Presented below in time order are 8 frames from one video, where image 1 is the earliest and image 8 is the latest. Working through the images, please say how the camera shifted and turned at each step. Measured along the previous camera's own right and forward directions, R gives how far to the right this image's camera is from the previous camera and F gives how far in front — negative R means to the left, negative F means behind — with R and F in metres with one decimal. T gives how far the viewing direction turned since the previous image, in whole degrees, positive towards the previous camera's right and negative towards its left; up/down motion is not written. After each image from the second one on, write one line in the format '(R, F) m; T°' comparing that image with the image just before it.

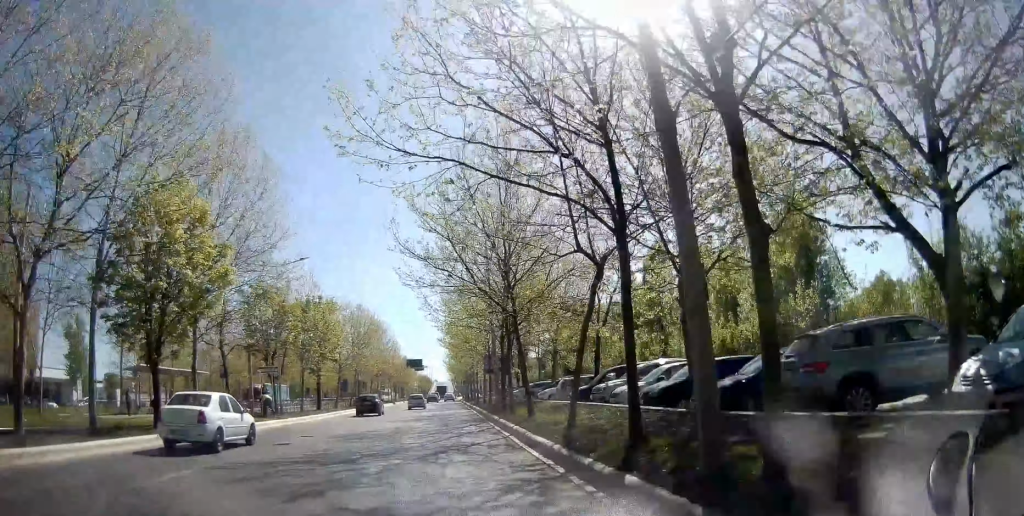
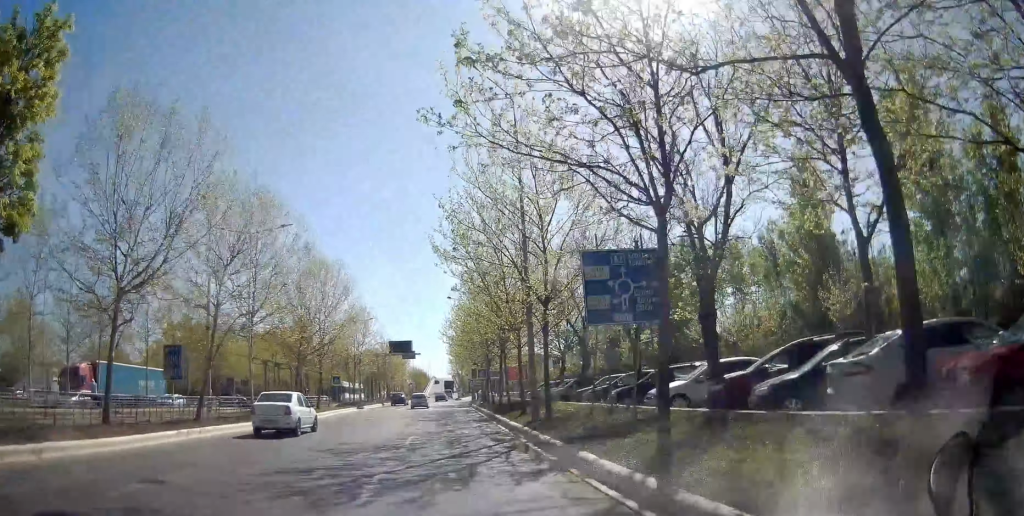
(-1.2, +36.6) m; -2°
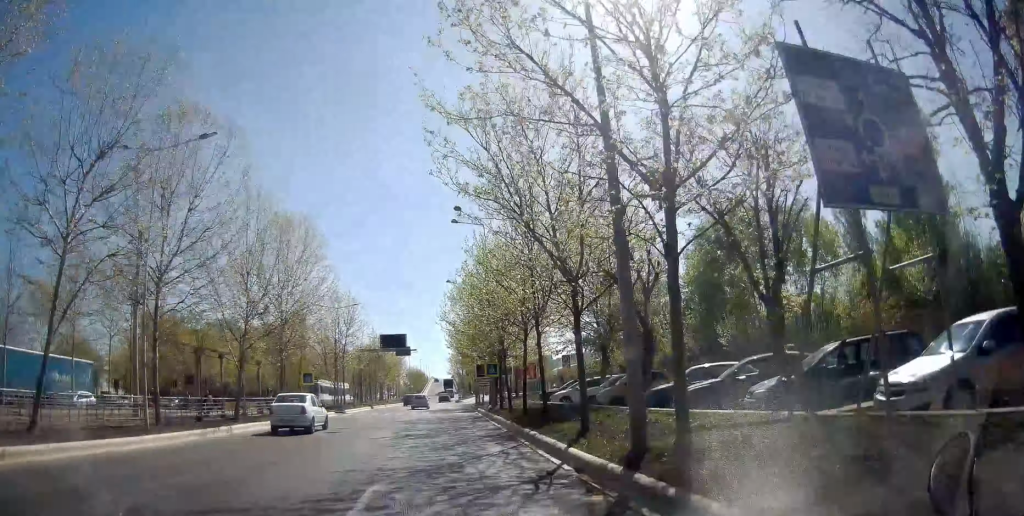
(+0.4, +10.3) m; 0°
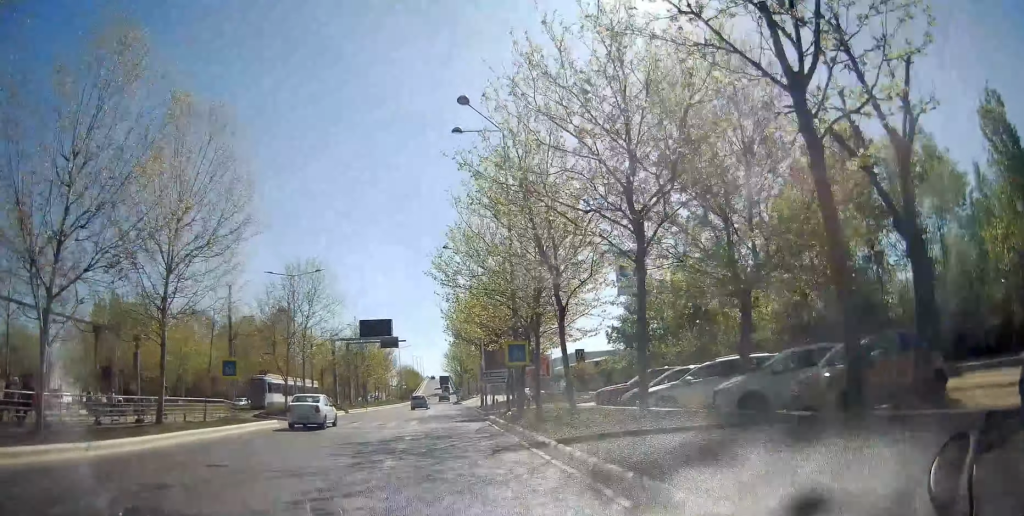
(-0.7, +14.3) m; -1°
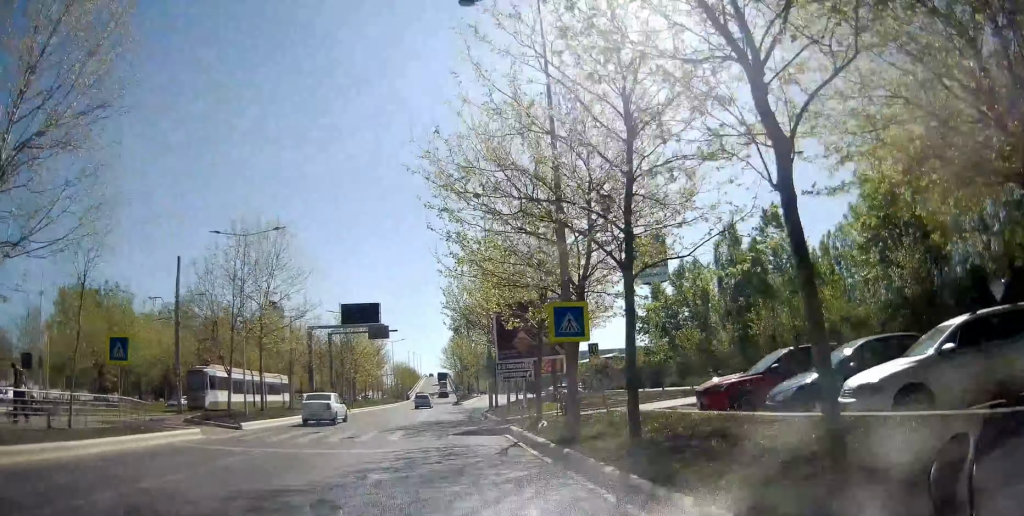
(+0.3, +9.6) m; +2°
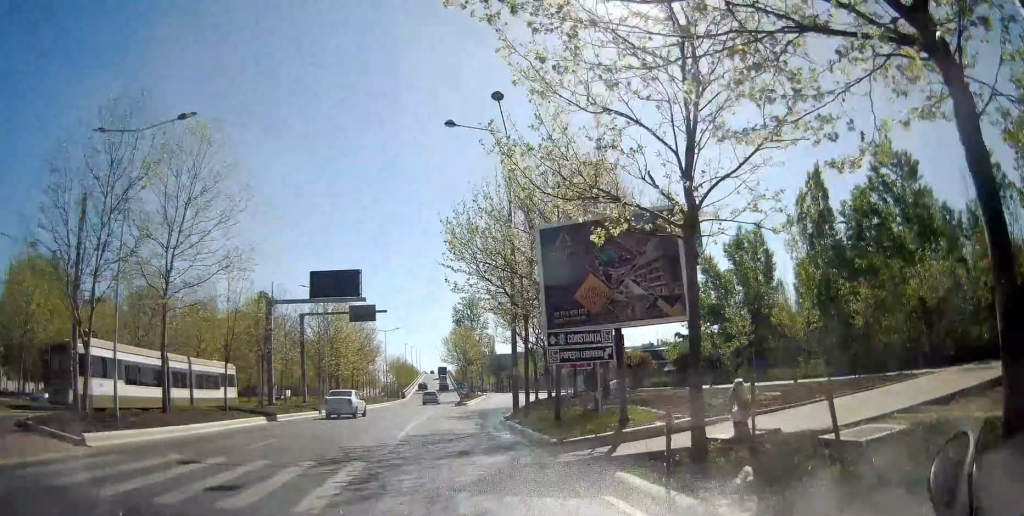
(0.0, +11.9) m; 0°
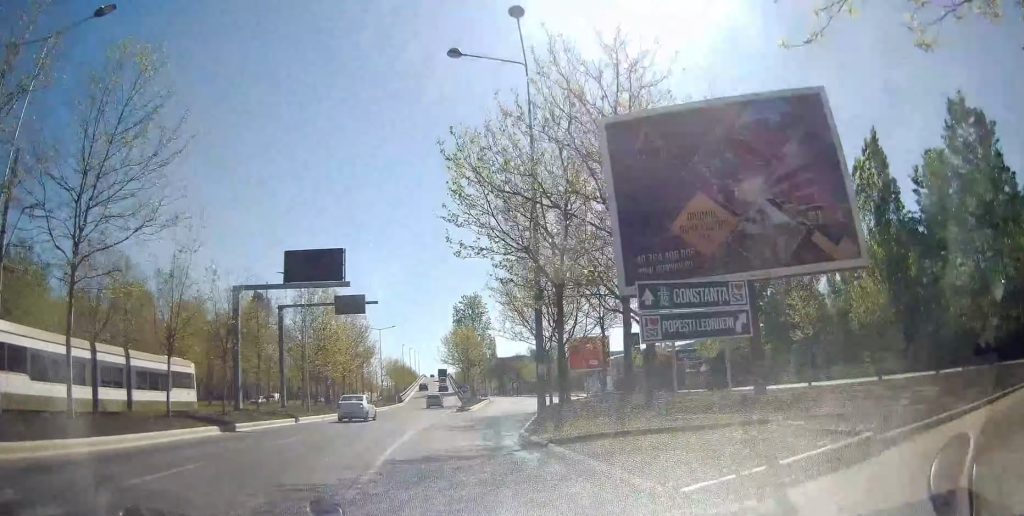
(0.0, +5.9) m; 0°
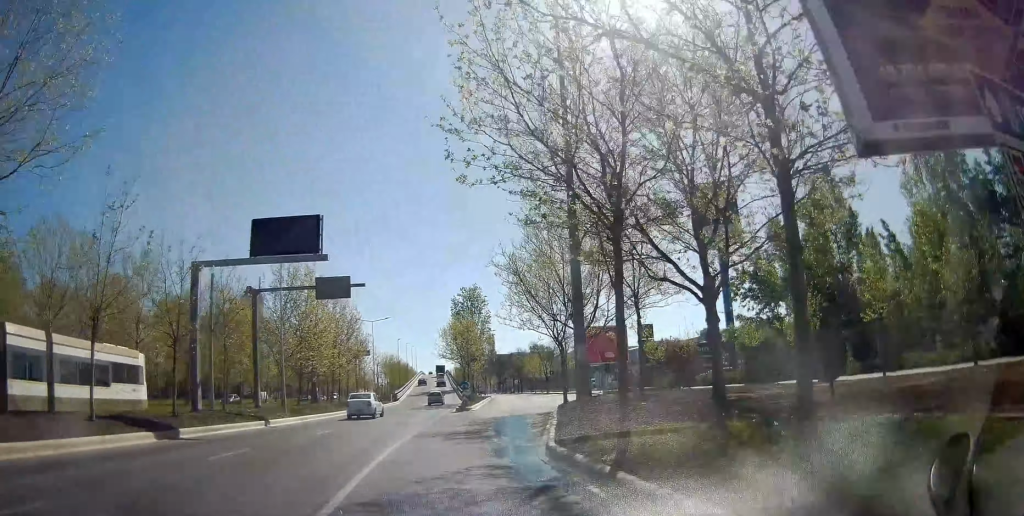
(0.0, +5.1) m; 0°
